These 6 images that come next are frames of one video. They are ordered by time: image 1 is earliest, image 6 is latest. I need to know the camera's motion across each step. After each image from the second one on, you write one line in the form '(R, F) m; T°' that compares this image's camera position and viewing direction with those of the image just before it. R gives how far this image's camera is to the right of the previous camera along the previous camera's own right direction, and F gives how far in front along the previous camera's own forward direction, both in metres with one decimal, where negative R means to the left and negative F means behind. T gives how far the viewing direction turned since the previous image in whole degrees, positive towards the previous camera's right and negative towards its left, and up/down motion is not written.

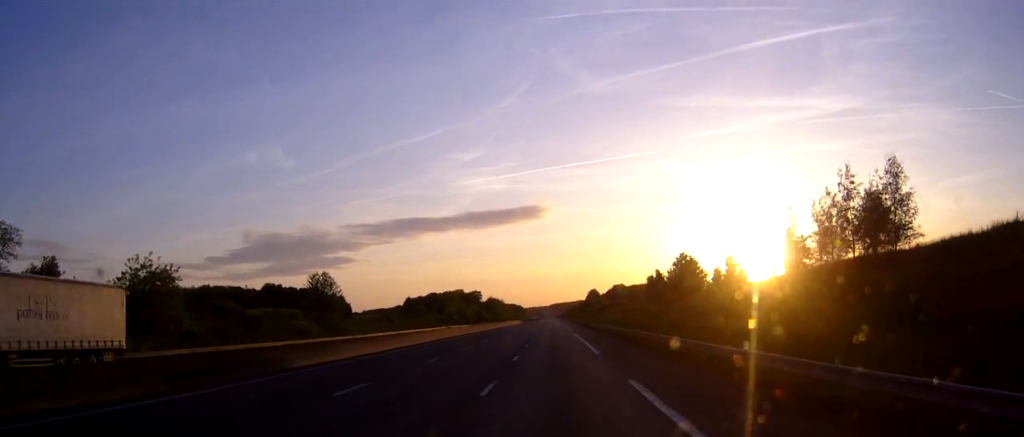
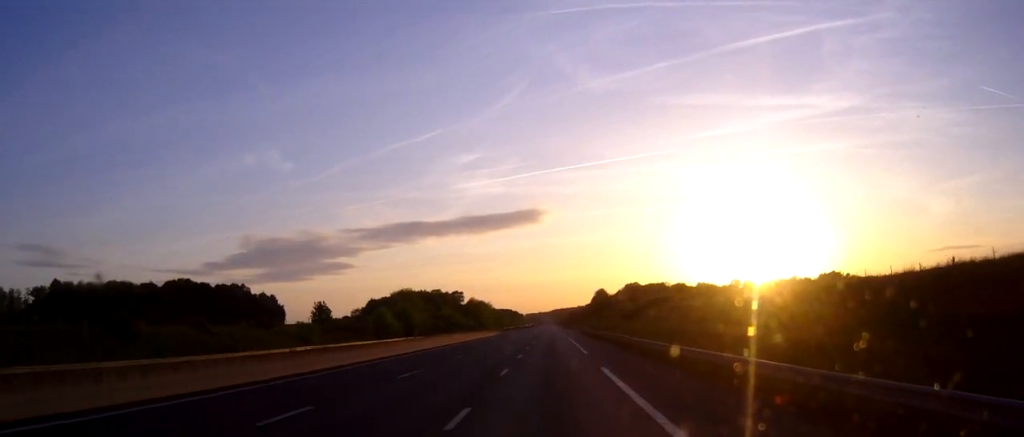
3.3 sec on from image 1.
(+0.2, +95.5) m; 0°
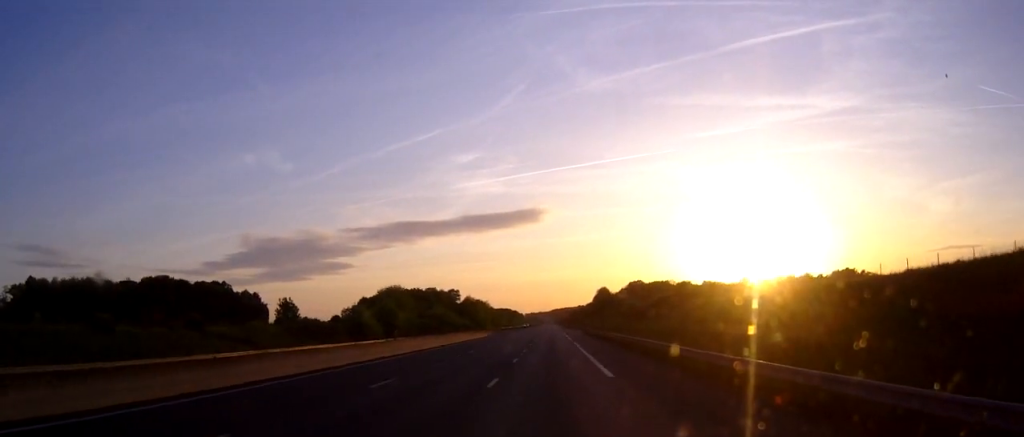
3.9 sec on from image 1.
(0.0, +17.5) m; 0°
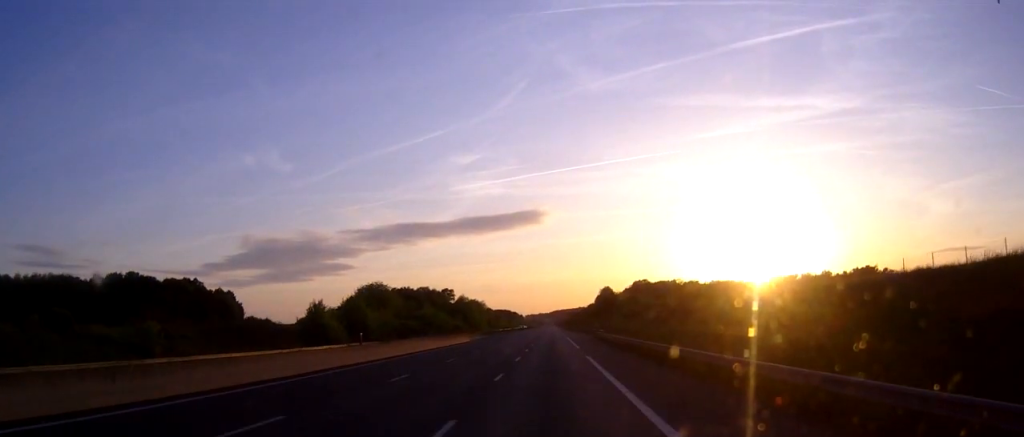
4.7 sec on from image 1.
(0.0, +23.4) m; 0°
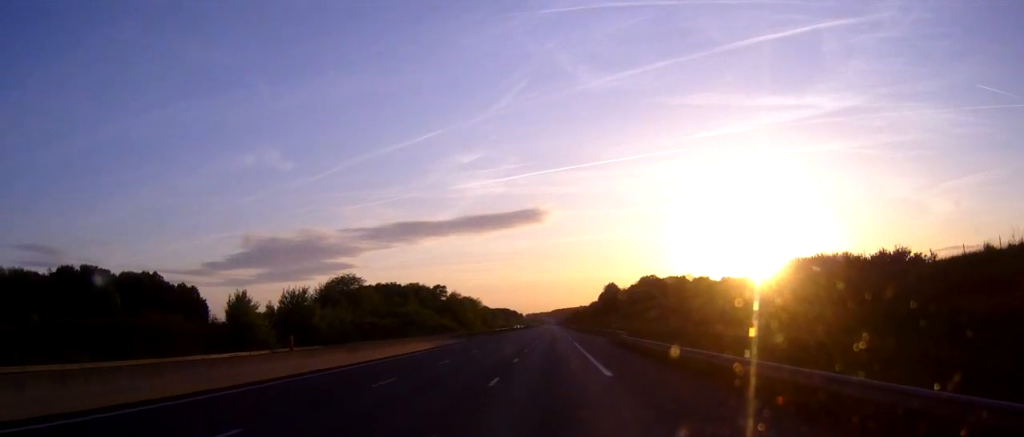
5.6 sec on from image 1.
(0.0, +28.3) m; 0°
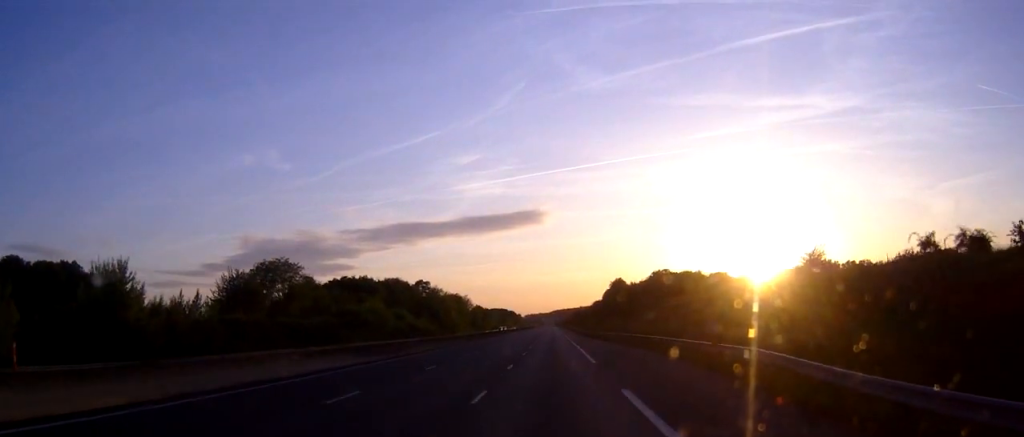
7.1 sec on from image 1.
(0.0, +43.8) m; 0°
